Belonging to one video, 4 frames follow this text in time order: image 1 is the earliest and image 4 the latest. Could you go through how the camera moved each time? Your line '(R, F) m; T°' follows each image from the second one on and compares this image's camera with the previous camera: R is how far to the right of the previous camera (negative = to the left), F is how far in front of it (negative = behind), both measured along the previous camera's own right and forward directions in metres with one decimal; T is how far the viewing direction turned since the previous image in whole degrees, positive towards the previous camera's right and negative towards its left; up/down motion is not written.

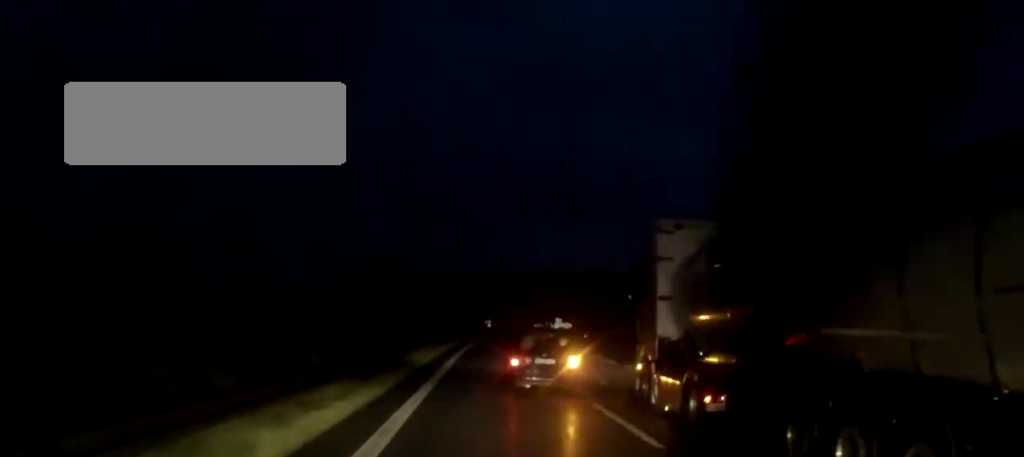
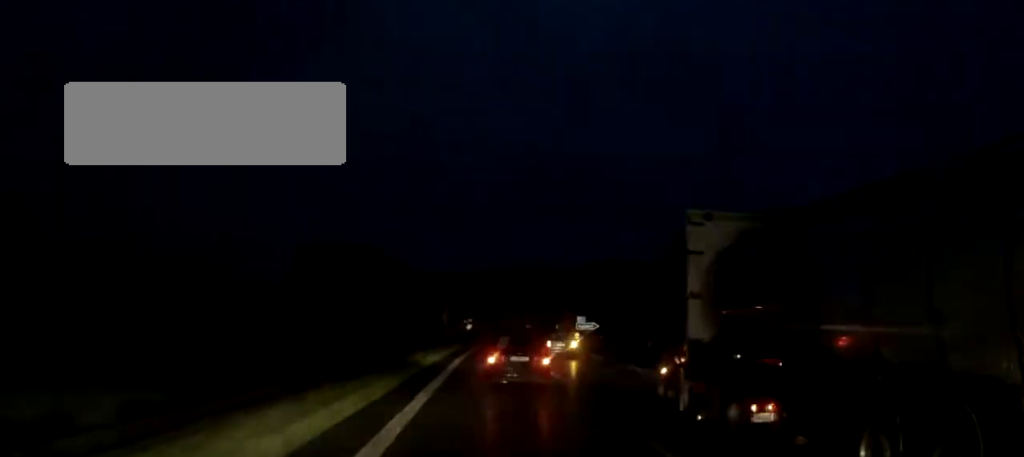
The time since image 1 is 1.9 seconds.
(+0.1, +41.3) m; 0°
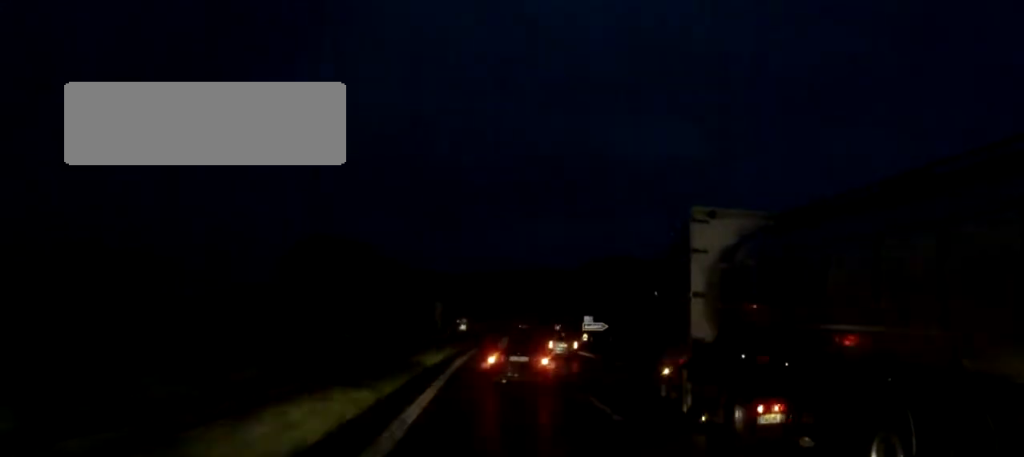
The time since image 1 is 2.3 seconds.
(0.0, +9.3) m; 0°
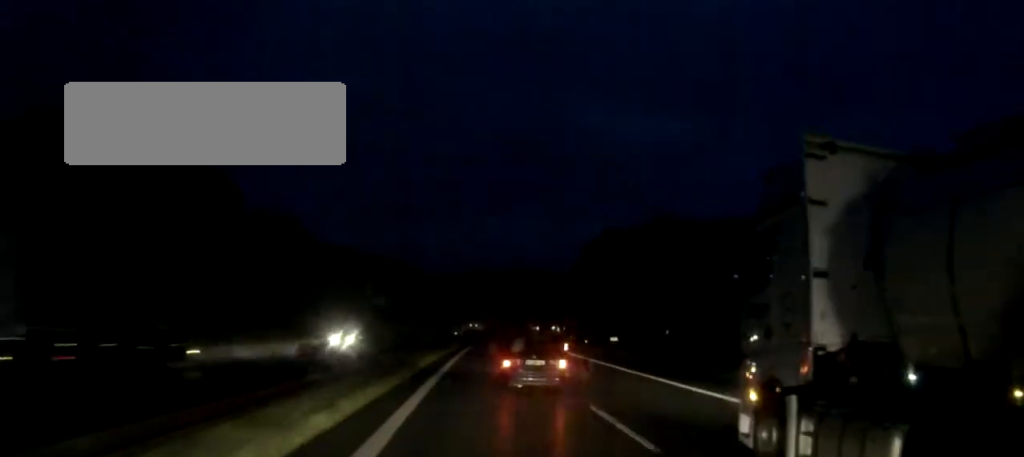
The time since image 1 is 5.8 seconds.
(+1.5, +75.3) m; +2°
